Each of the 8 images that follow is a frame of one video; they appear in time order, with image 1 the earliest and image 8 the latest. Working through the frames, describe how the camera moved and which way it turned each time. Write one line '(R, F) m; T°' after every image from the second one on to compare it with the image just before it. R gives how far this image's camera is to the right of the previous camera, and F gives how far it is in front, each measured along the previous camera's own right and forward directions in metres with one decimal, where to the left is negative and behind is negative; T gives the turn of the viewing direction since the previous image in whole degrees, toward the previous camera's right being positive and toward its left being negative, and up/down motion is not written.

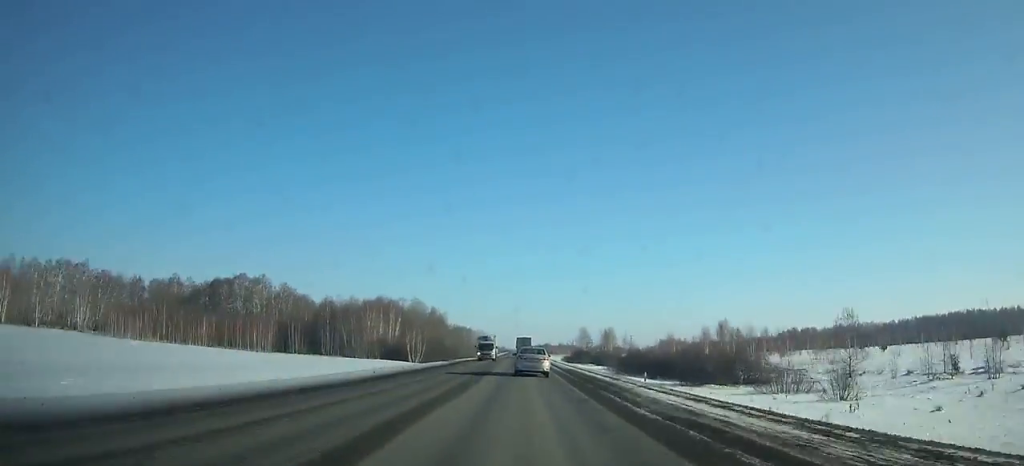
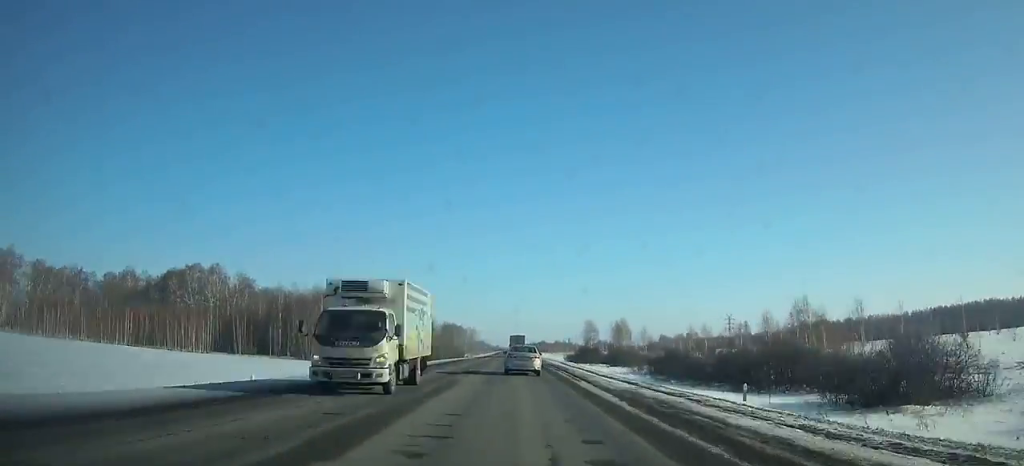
(0.0, +28.5) m; 0°
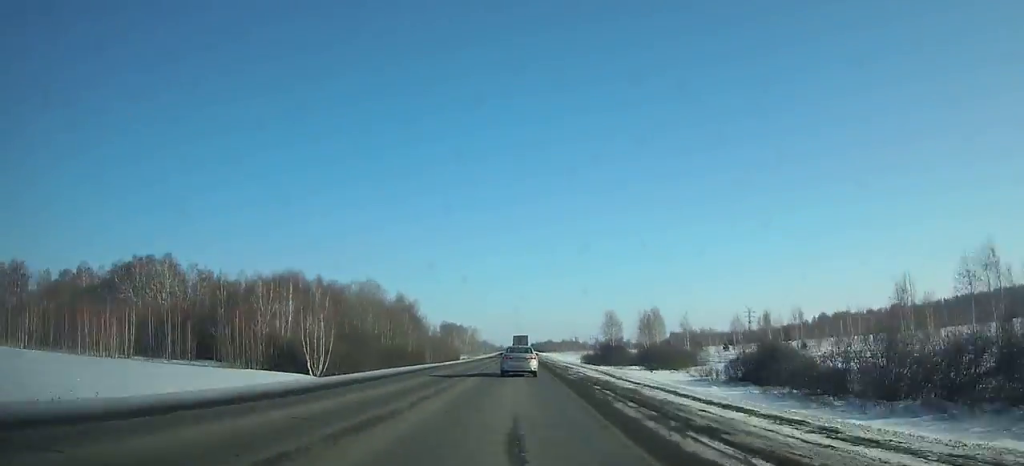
(-0.1, +28.4) m; 0°
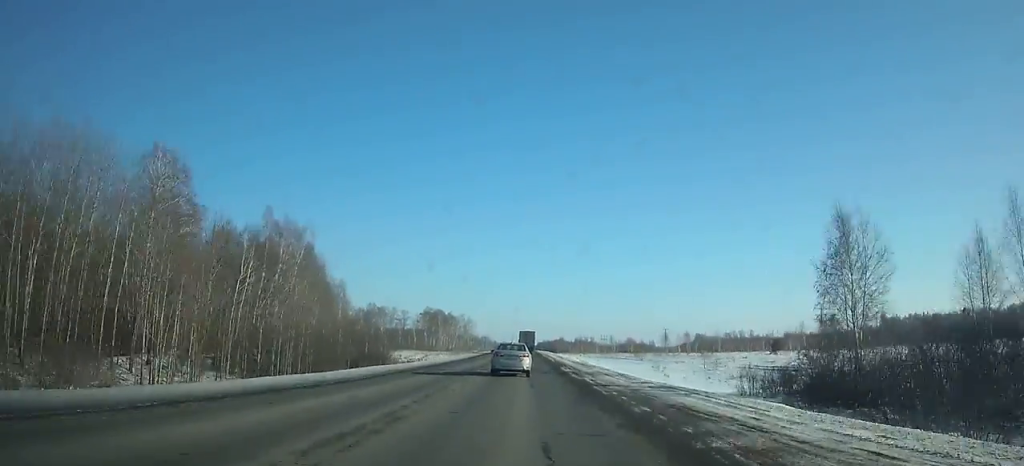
(-0.6, +87.1) m; 0°
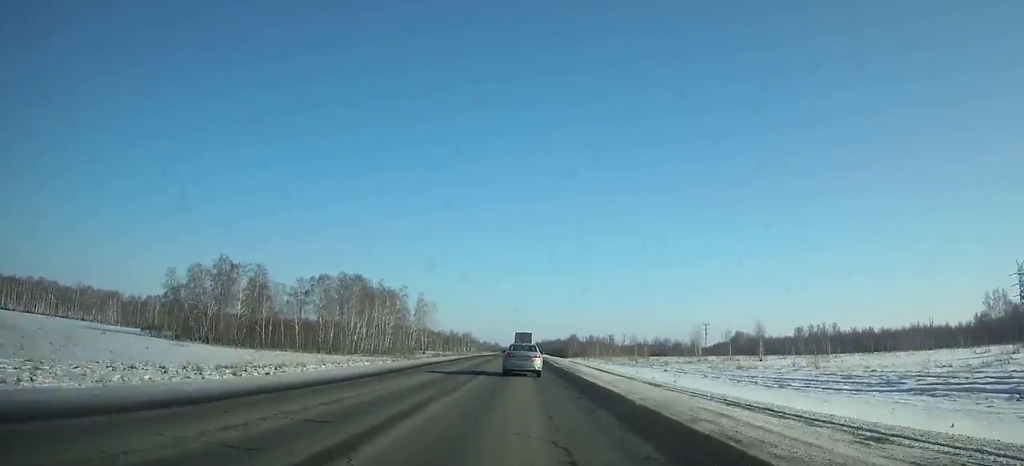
(+0.2, +137.2) m; 0°
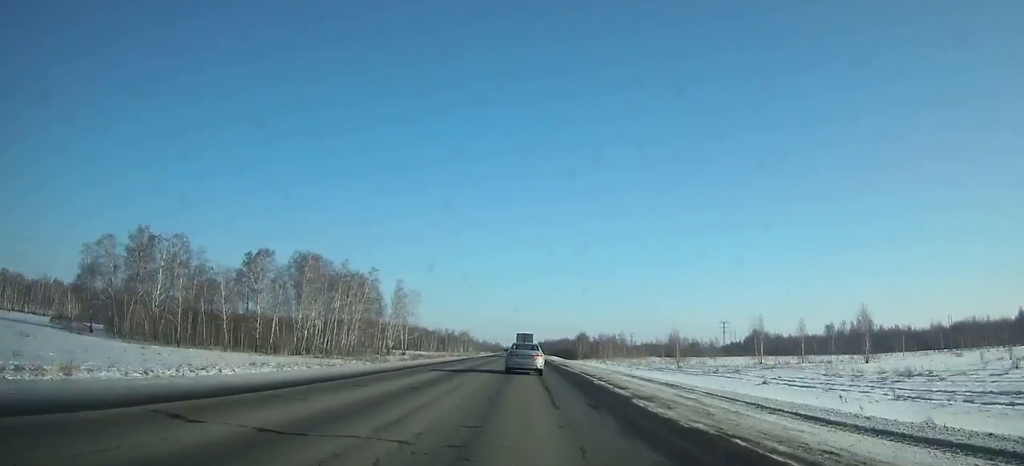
(0.0, +34.6) m; 0°
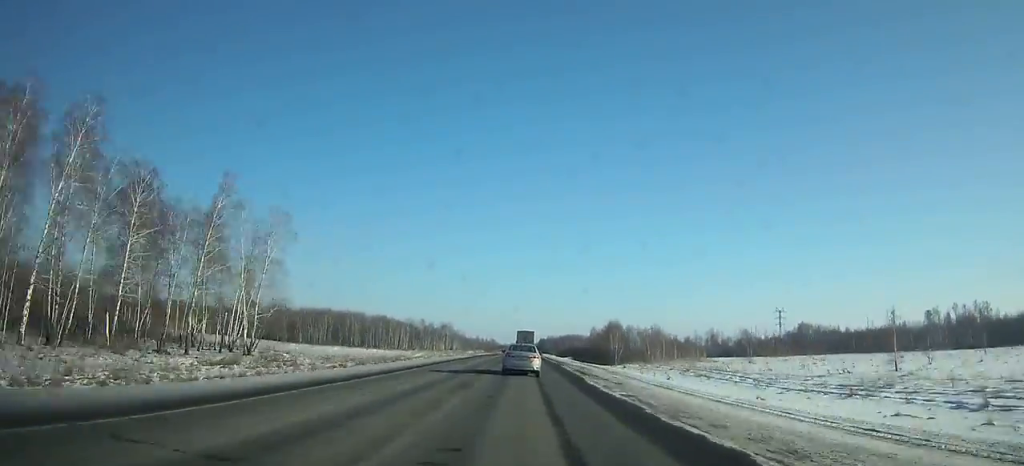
(+0.1, +87.5) m; 0°
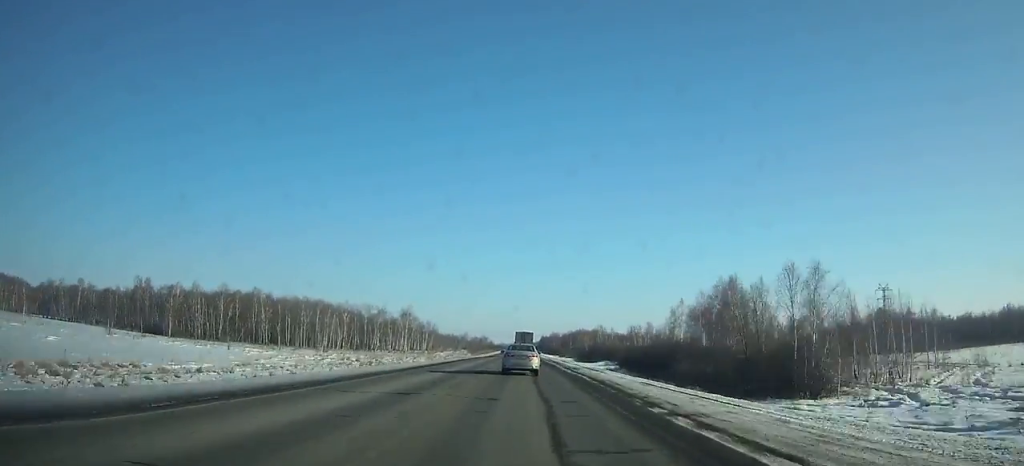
(0.0, +94.4) m; 0°
